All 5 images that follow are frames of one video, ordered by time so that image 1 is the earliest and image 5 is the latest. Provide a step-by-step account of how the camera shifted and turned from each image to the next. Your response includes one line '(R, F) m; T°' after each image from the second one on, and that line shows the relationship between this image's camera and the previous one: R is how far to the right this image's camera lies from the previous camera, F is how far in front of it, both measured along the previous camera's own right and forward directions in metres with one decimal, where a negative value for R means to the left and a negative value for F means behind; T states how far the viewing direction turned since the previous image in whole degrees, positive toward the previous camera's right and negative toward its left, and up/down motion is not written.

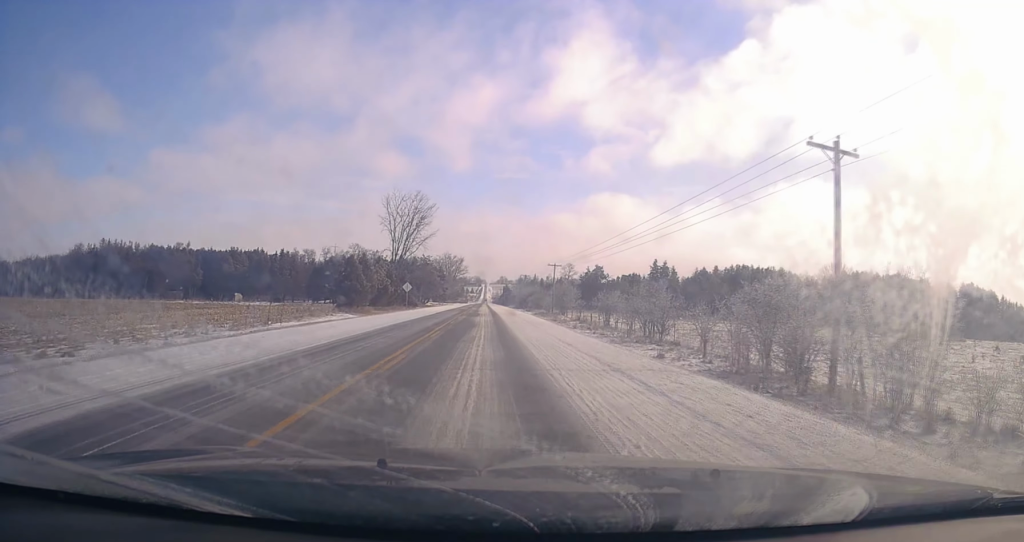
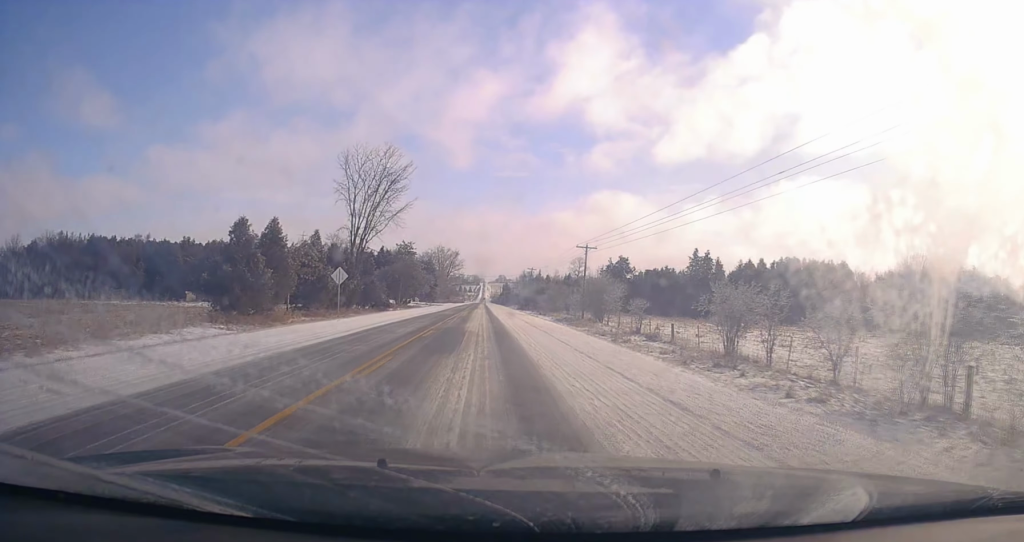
(+0.2, +29.1) m; +2°
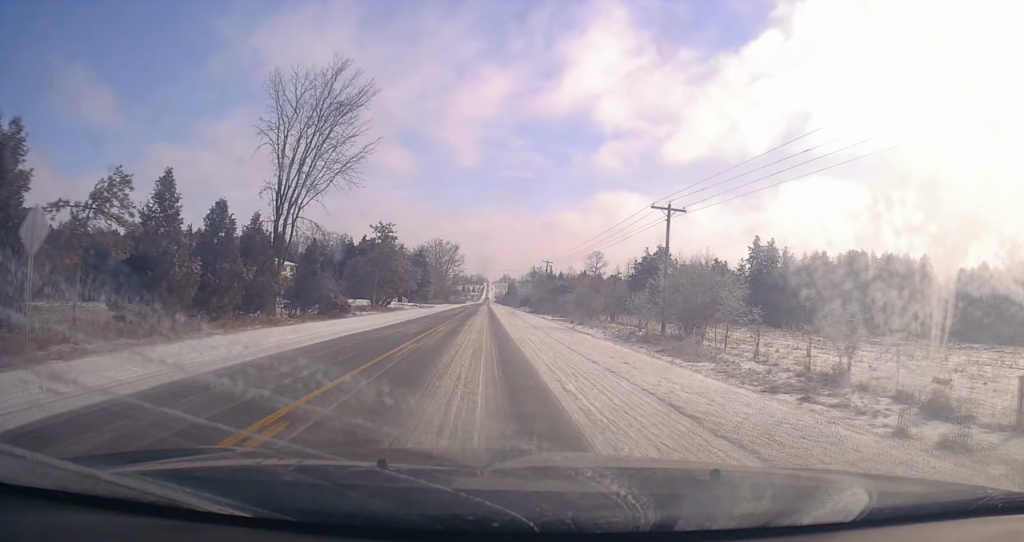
(+0.5, +25.6) m; -1°
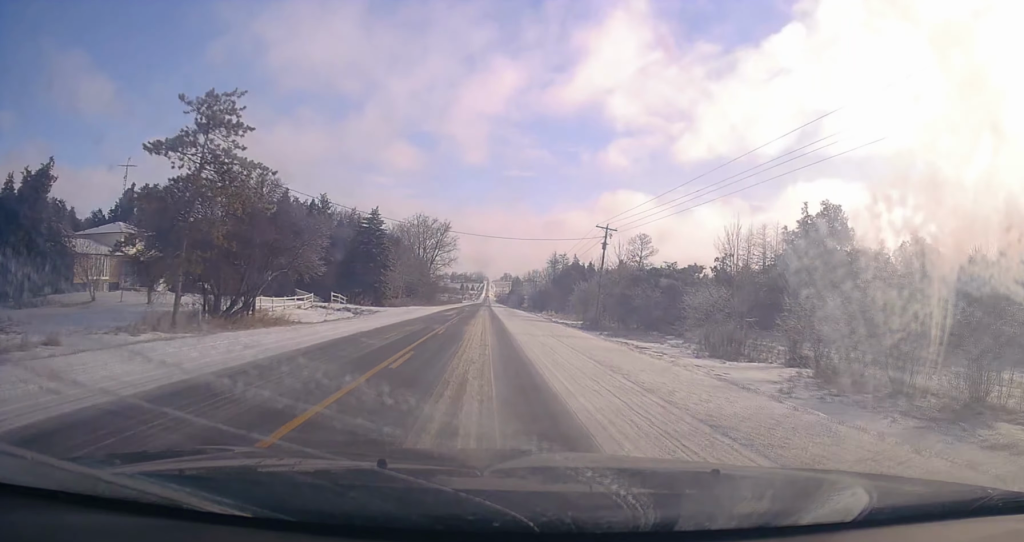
(0.0, +50.9) m; +1°
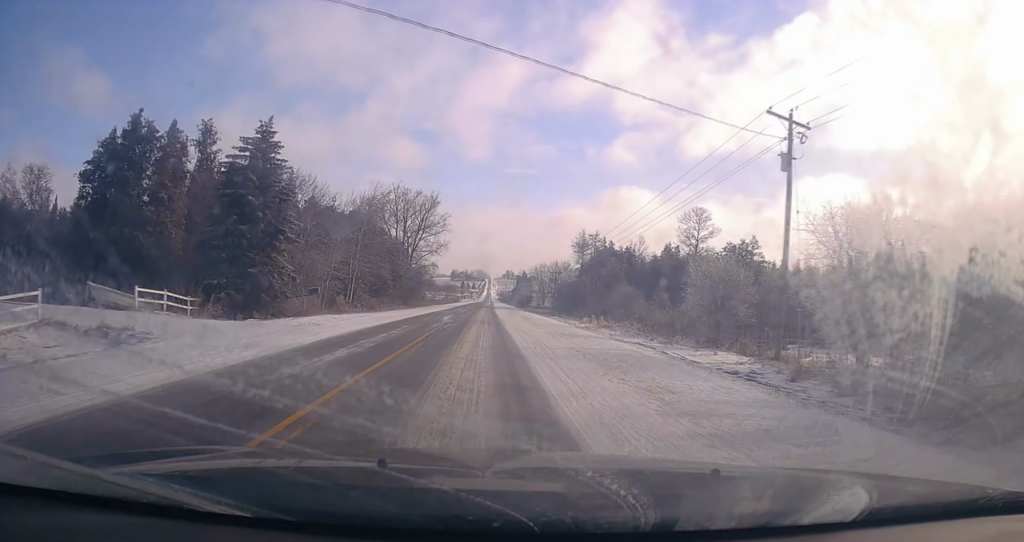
(-1.0, +34.4) m; -2°
